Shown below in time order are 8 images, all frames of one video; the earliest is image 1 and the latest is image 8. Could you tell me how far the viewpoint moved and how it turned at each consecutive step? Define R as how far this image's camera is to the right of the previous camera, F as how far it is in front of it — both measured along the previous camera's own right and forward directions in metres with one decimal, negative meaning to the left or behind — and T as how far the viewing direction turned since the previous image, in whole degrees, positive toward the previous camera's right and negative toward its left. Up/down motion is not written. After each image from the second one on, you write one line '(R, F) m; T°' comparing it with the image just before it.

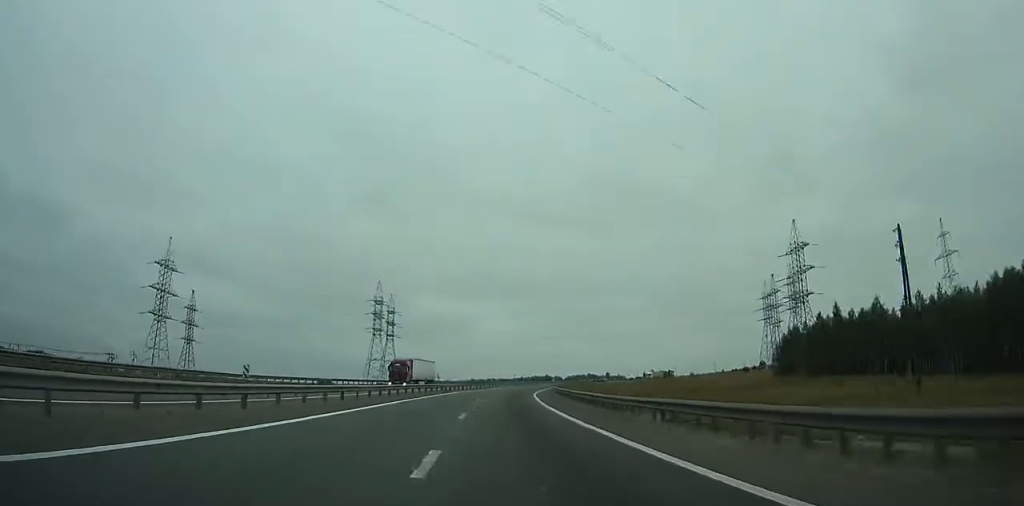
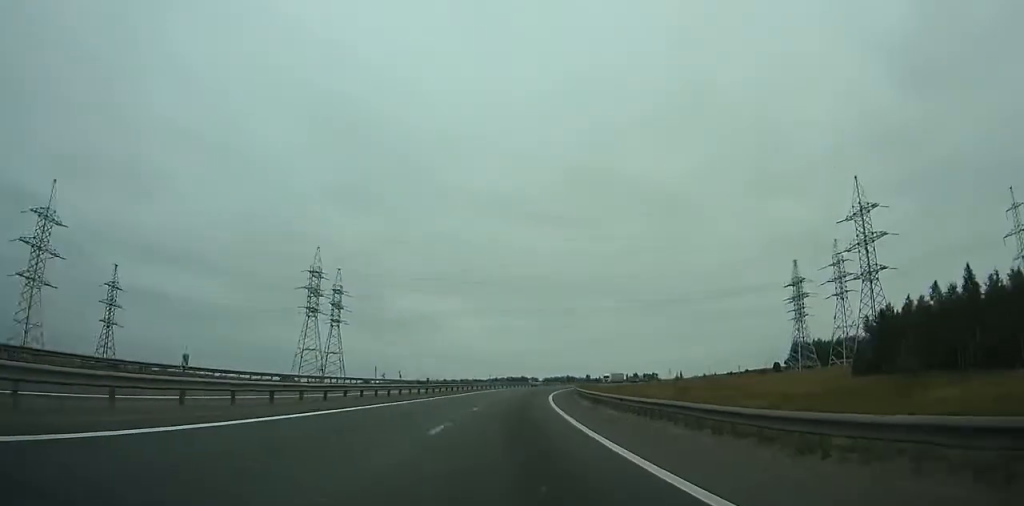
(+0.4, +41.9) m; +2°
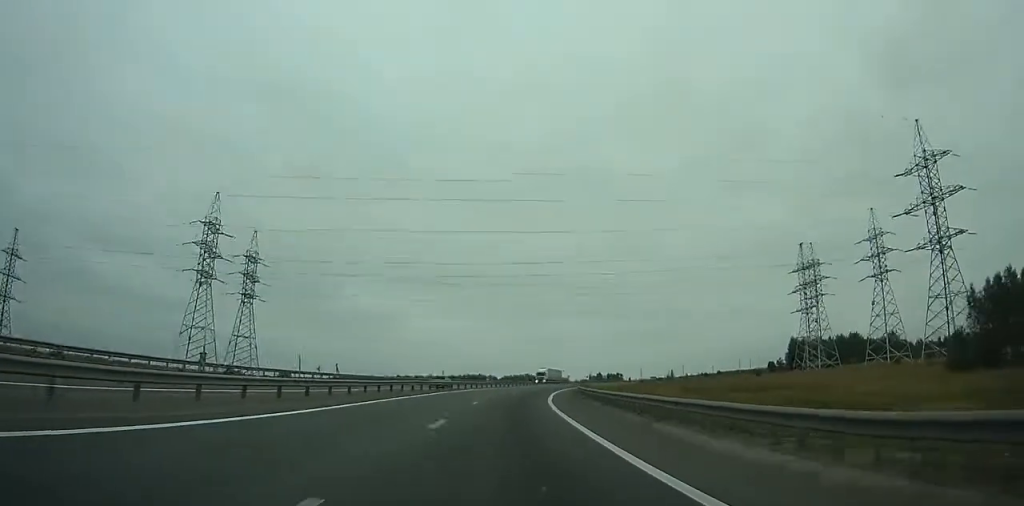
(-0.1, +34.7) m; +3°
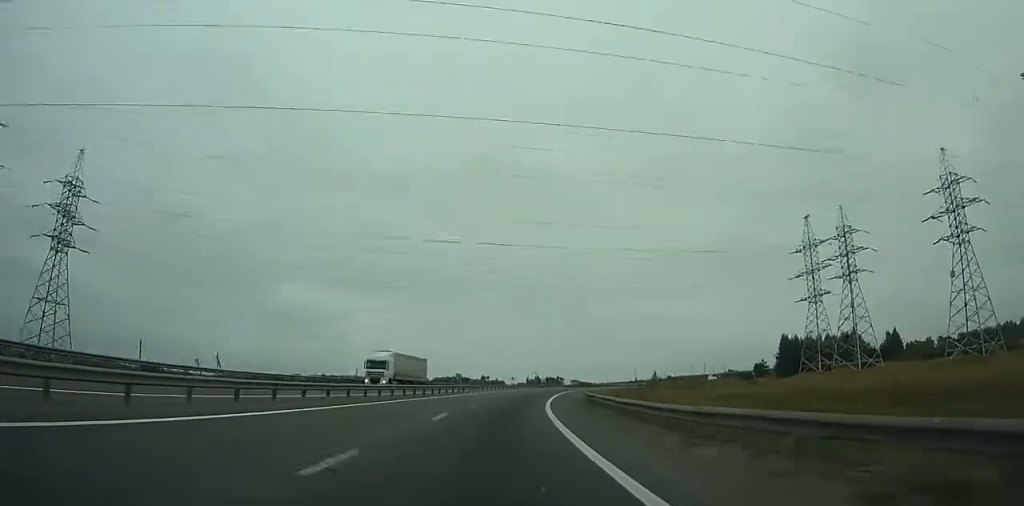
(+1.6, +43.1) m; +5°
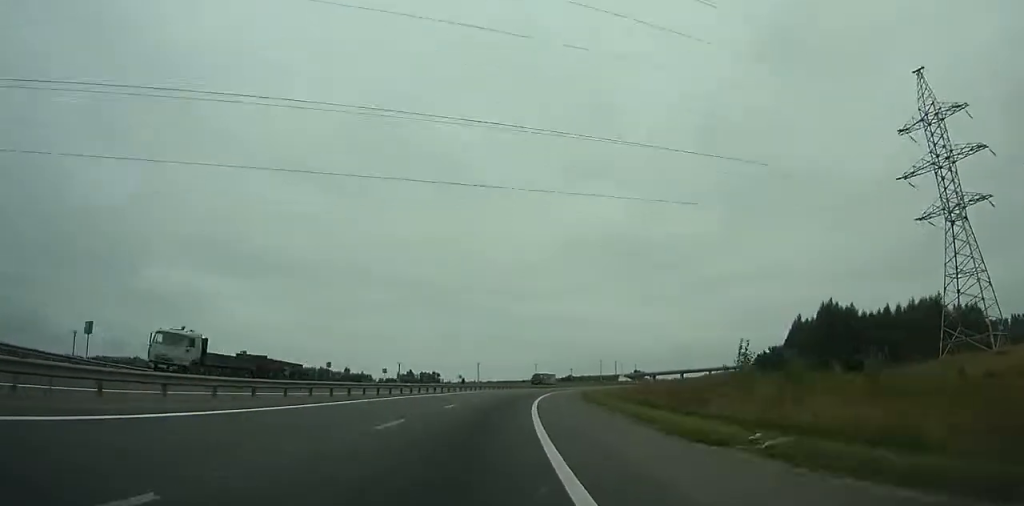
(+10.8, +89.7) m; +13°
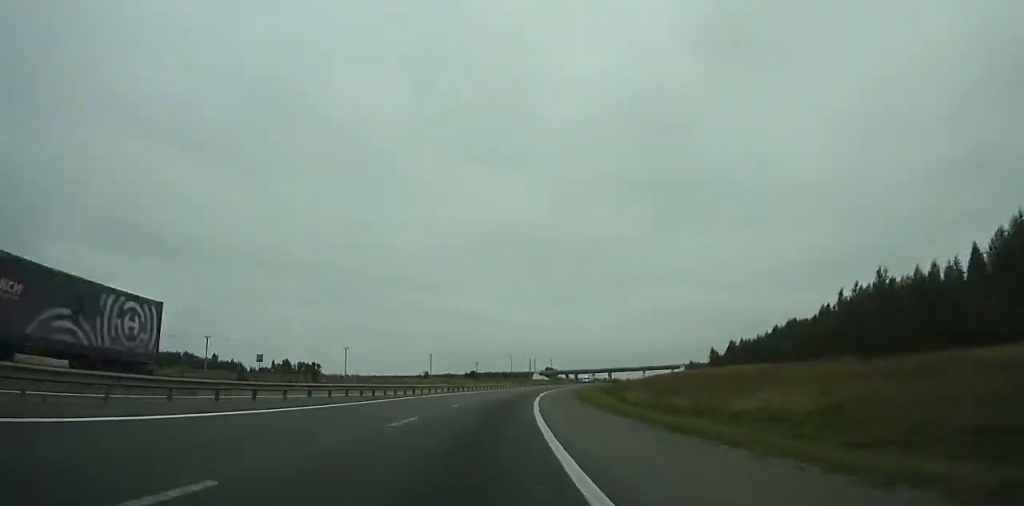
(+4.1, +70.7) m; +8°
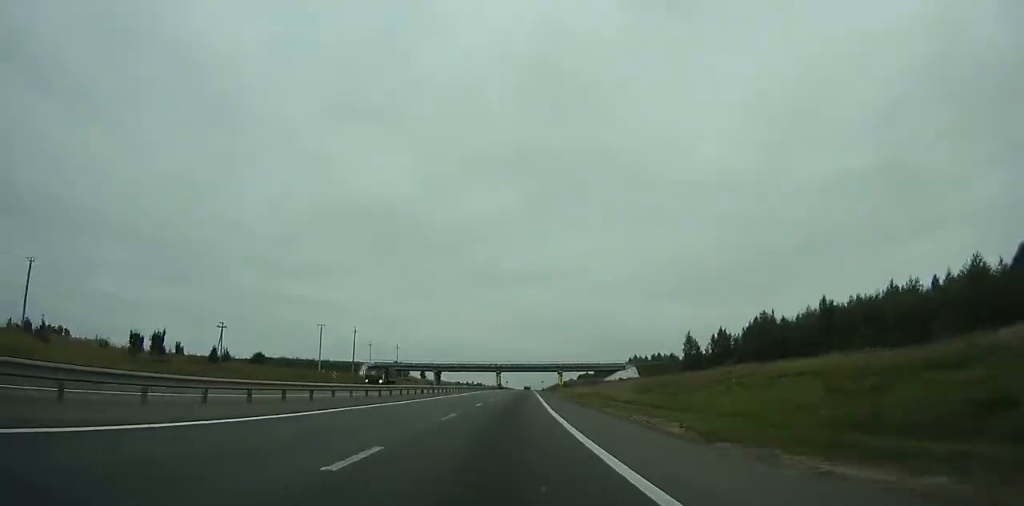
(+20.3, +135.8) m; +16°
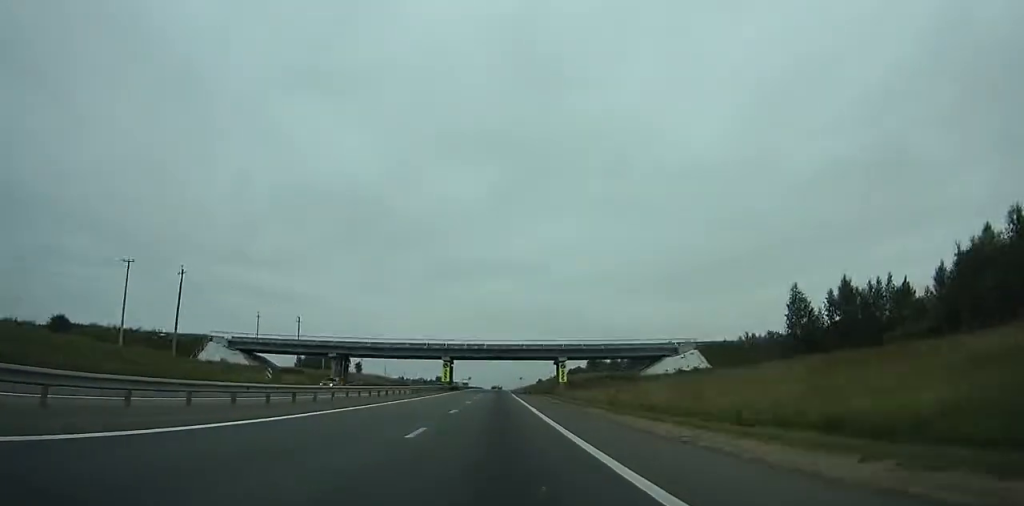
(+4.8, +77.0) m; +5°
